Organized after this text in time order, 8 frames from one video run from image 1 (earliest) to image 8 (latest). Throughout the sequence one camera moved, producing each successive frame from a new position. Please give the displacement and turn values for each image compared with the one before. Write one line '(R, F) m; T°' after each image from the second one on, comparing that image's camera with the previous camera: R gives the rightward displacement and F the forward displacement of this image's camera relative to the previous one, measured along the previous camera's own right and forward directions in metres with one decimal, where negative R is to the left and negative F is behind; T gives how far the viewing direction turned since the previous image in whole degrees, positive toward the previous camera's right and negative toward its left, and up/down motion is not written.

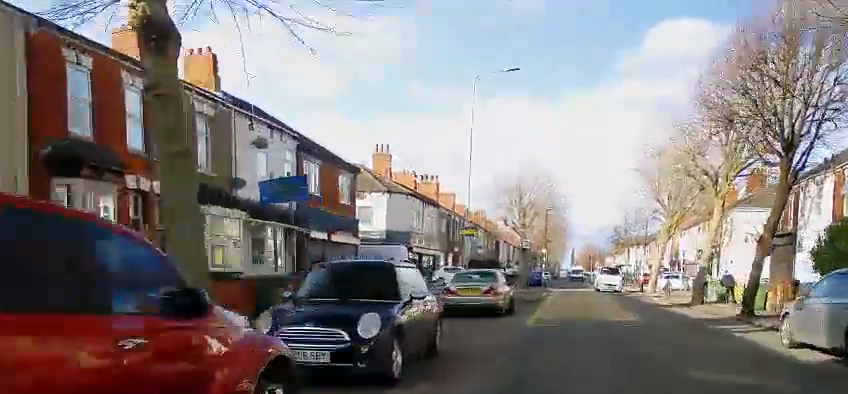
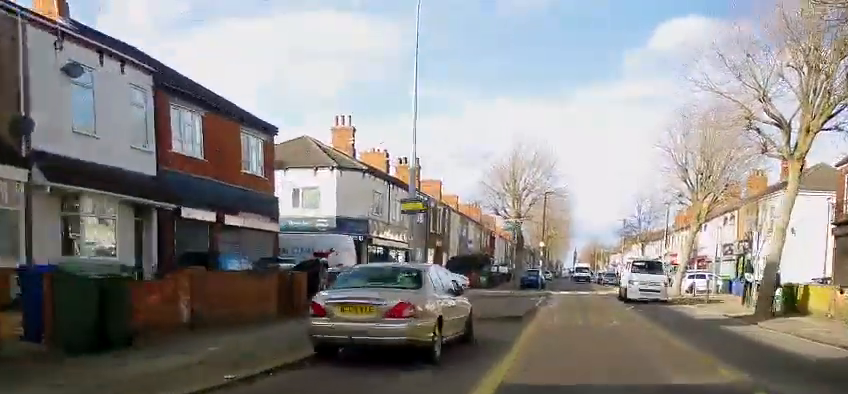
(0.0, +9.3) m; 0°
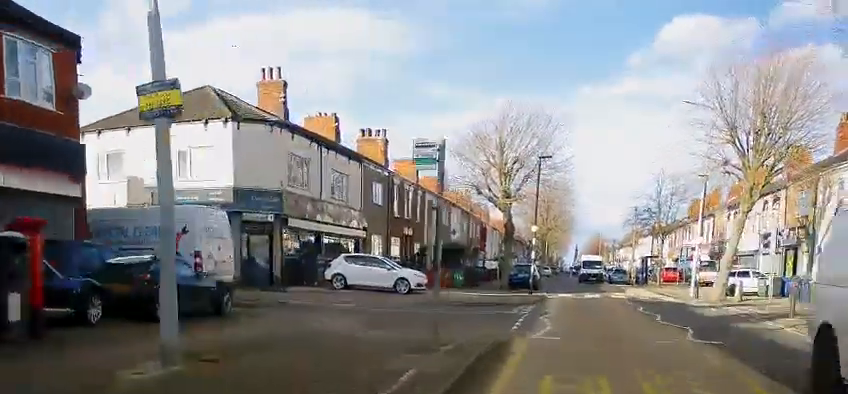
(0.0, +10.4) m; 0°
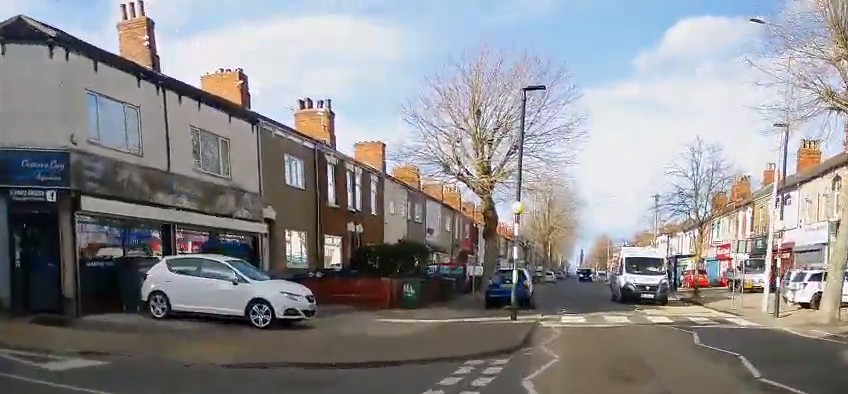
(0.0, +10.9) m; 0°
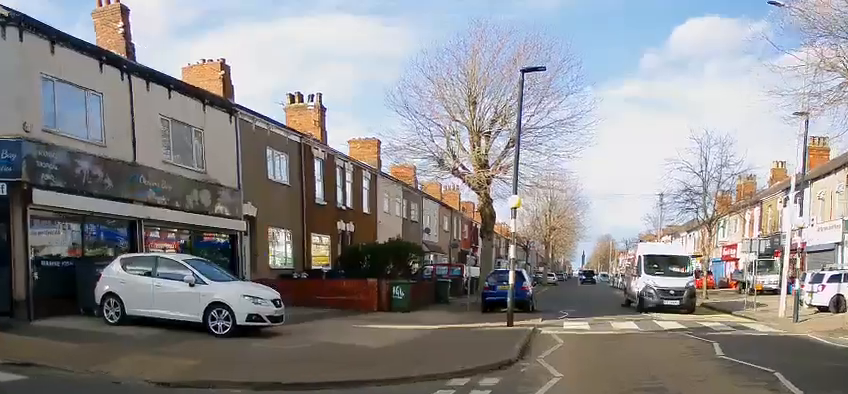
(0.0, +1.8) m; 0°
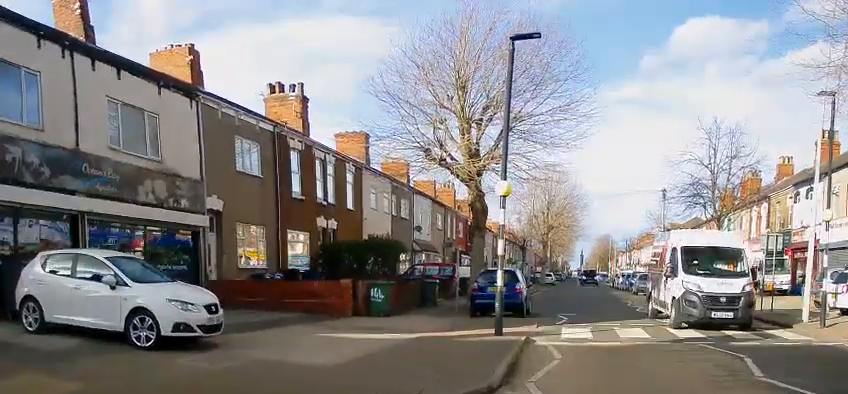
(0.0, +2.5) m; 0°
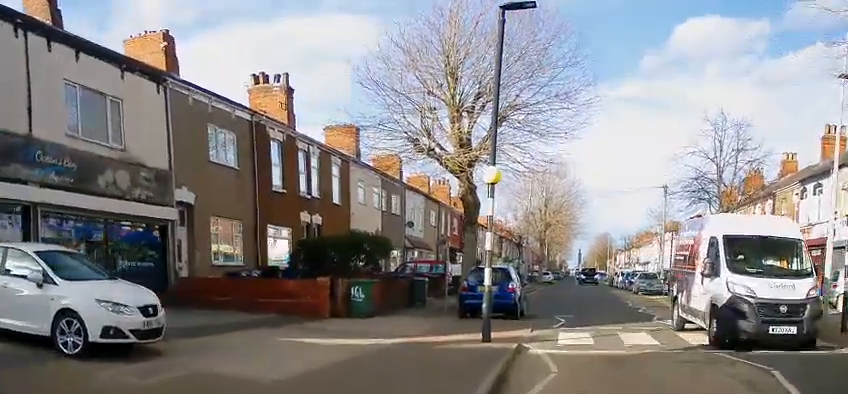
(0.0, +1.7) m; 0°
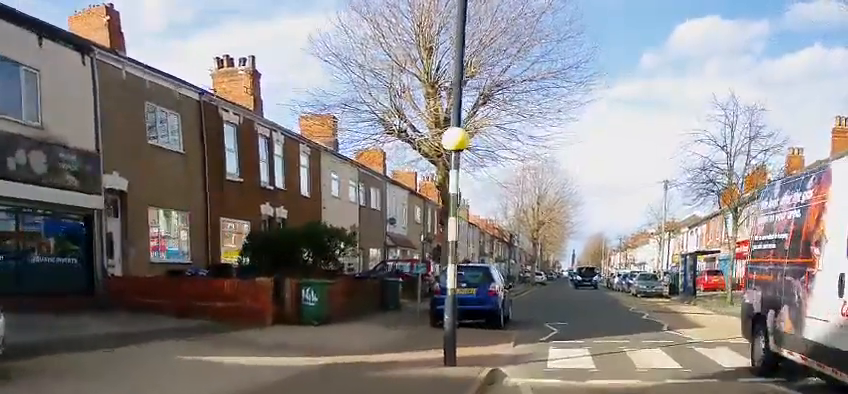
(0.0, +3.3) m; 0°
